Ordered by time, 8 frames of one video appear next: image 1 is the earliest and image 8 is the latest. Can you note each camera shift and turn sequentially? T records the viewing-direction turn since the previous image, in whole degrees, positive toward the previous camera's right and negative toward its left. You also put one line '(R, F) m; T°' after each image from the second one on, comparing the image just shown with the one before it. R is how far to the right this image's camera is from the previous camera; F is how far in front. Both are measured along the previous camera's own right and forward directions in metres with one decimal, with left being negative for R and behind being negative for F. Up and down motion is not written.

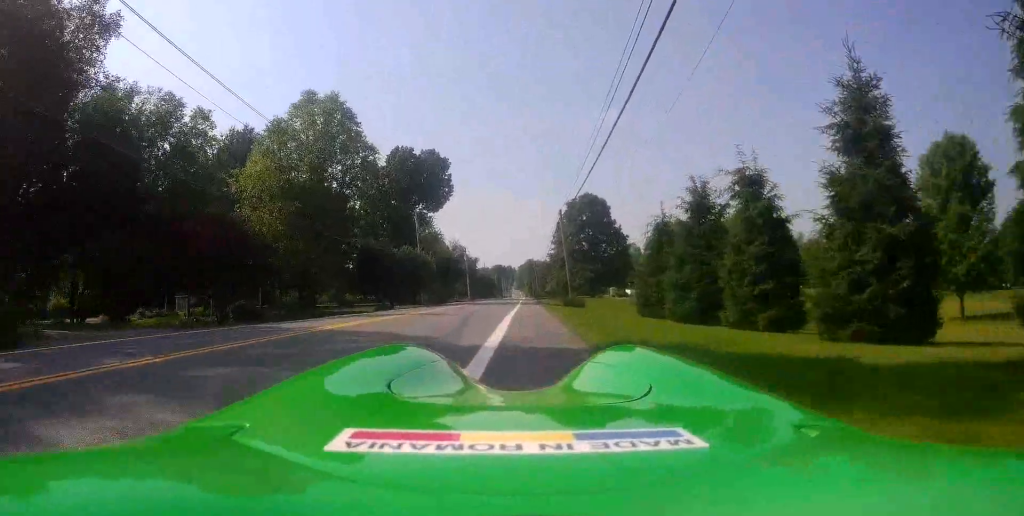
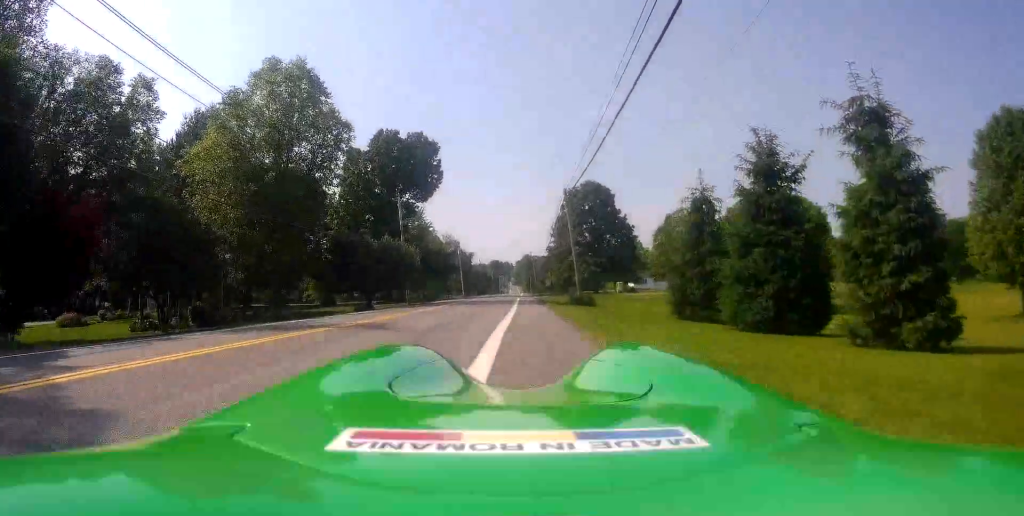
(+0.1, +7.1) m; -2°
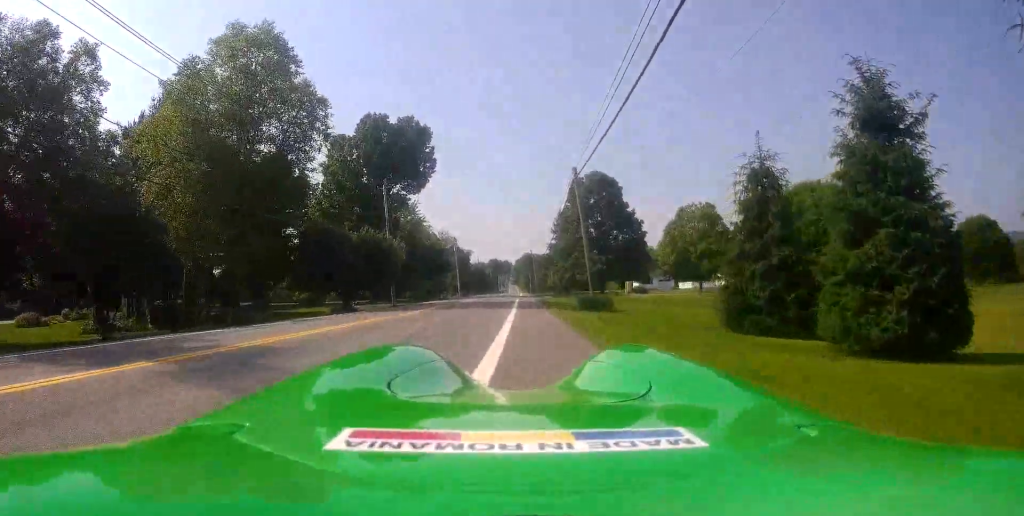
(-0.4, +6.3) m; -1°
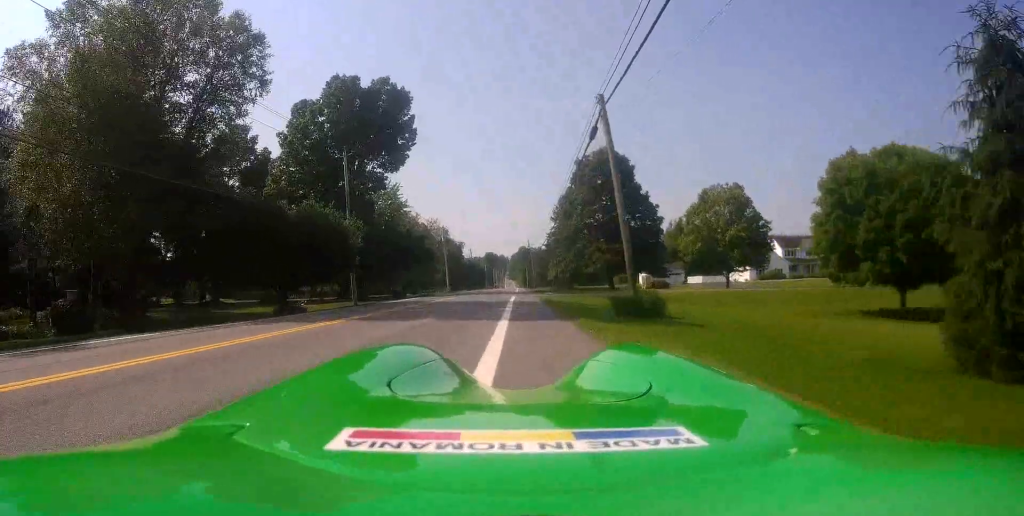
(0.0, +10.7) m; +1°
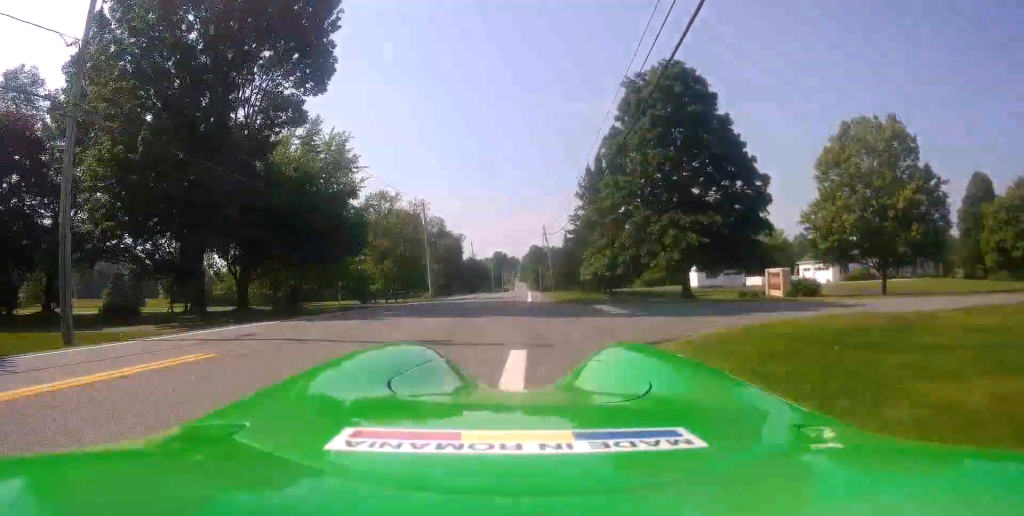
(+0.3, +27.4) m; 0°
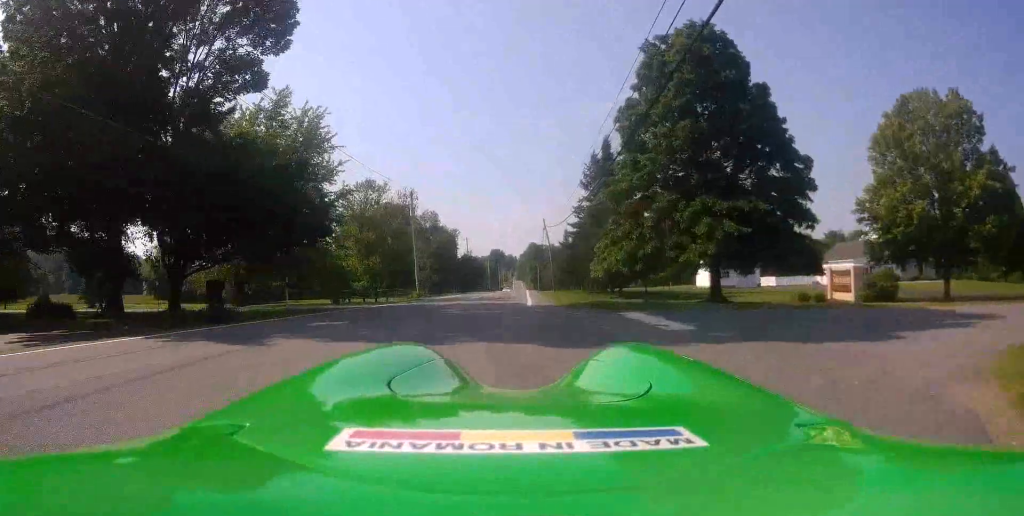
(0.0, +6.8) m; -1°
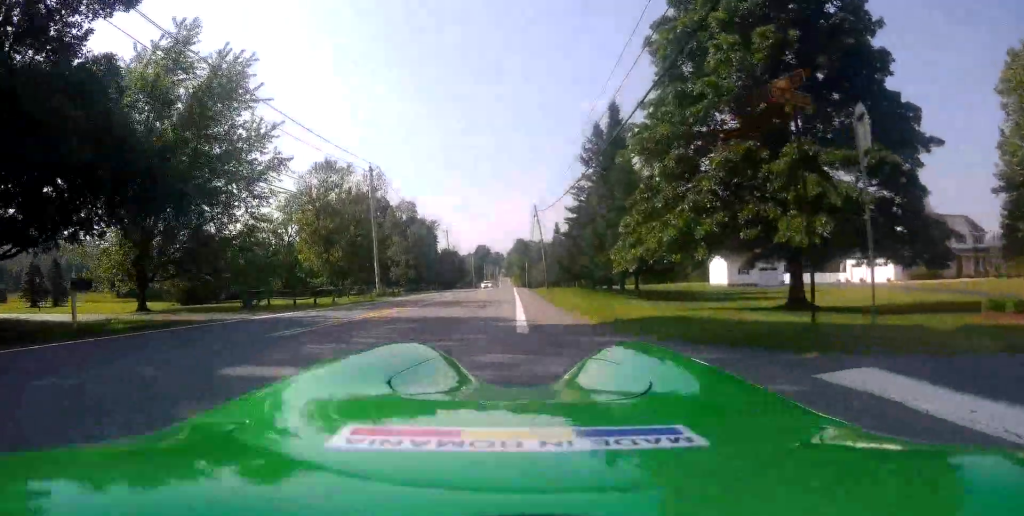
(-0.2, +11.8) m; +1°
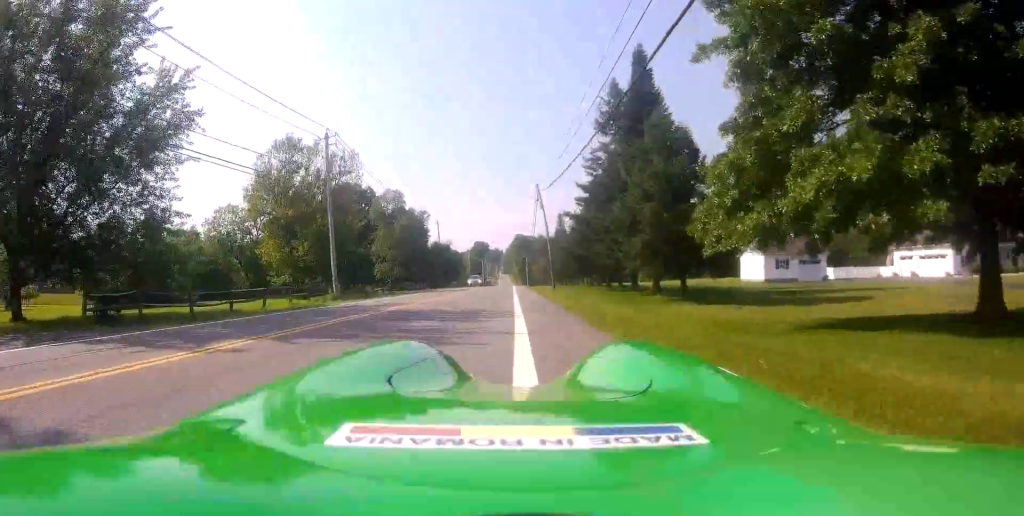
(+0.3, +10.8) m; +3°
